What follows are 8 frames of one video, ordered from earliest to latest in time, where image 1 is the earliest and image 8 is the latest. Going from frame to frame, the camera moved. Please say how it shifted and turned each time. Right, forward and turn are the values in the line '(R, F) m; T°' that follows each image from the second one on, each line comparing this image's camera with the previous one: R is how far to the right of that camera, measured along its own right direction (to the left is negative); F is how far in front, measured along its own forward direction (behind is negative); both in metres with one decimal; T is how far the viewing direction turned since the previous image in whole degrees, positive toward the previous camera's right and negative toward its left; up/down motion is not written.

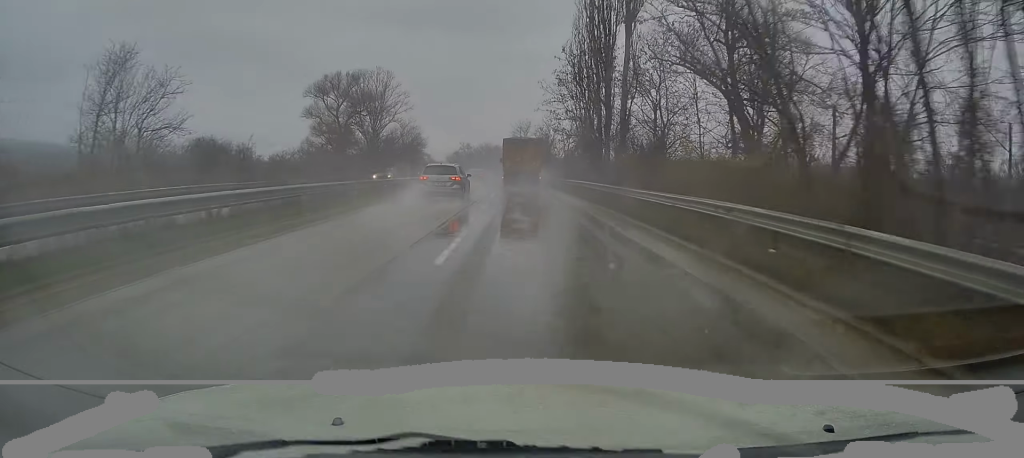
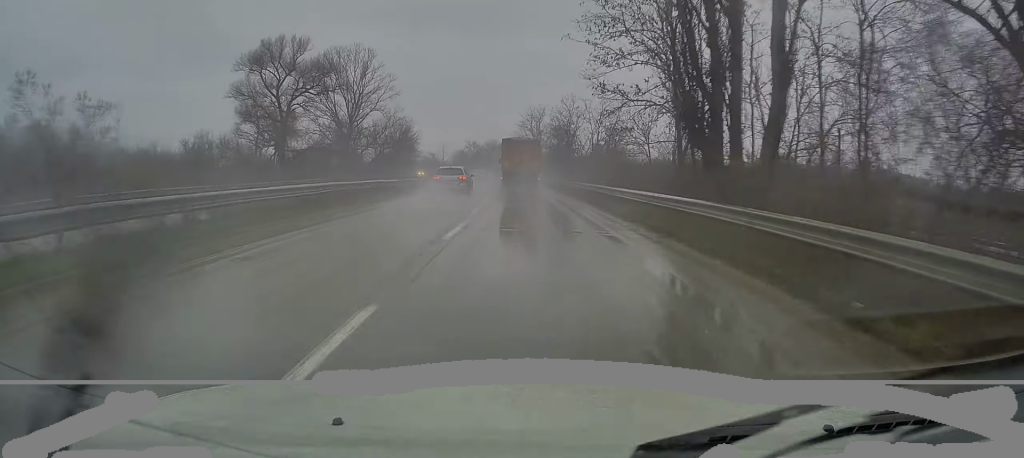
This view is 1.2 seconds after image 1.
(+0.1, +23.7) m; 0°
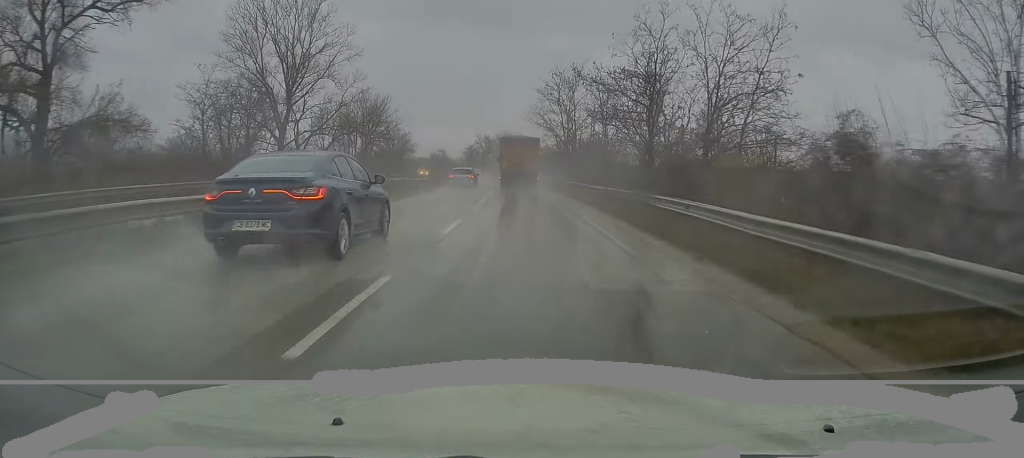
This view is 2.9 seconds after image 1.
(-0.7, +34.3) m; -2°
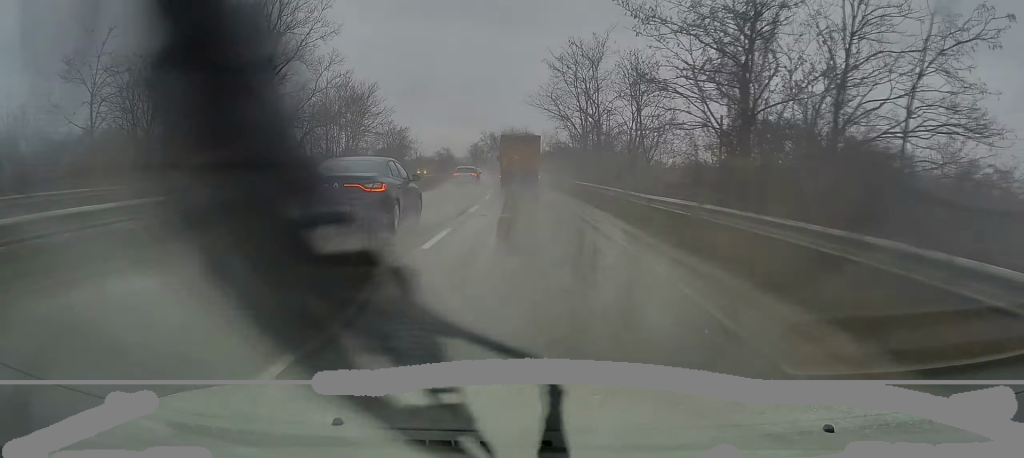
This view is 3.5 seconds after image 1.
(-0.1, +11.3) m; 0°
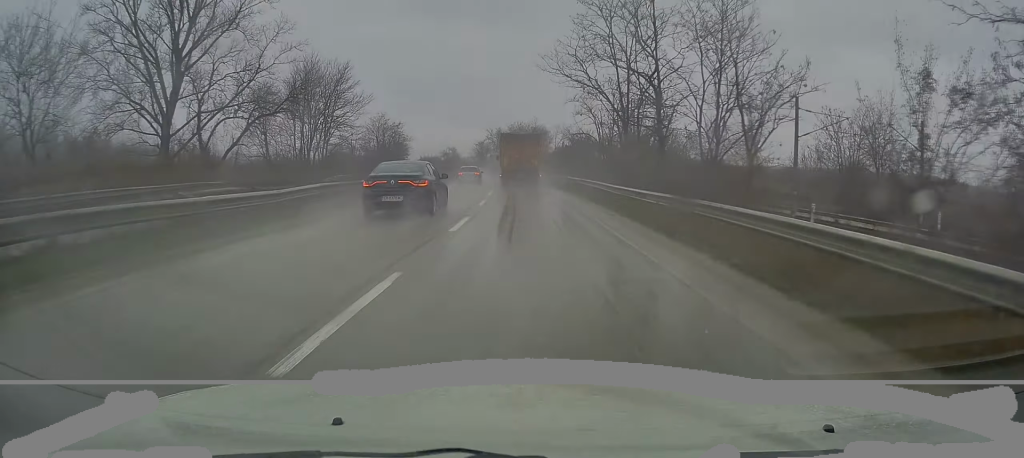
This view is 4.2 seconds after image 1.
(+0.2, +14.8) m; -1°
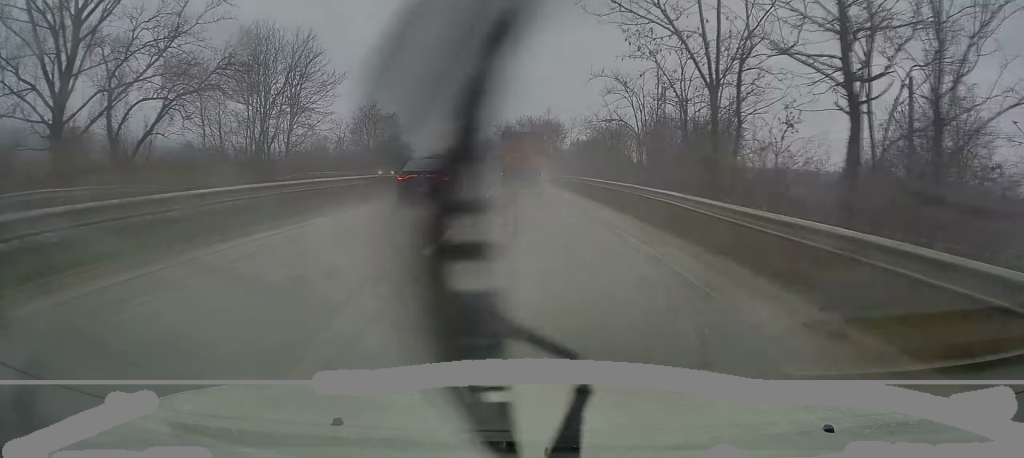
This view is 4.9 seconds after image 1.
(-0.3, +12.9) m; -1°
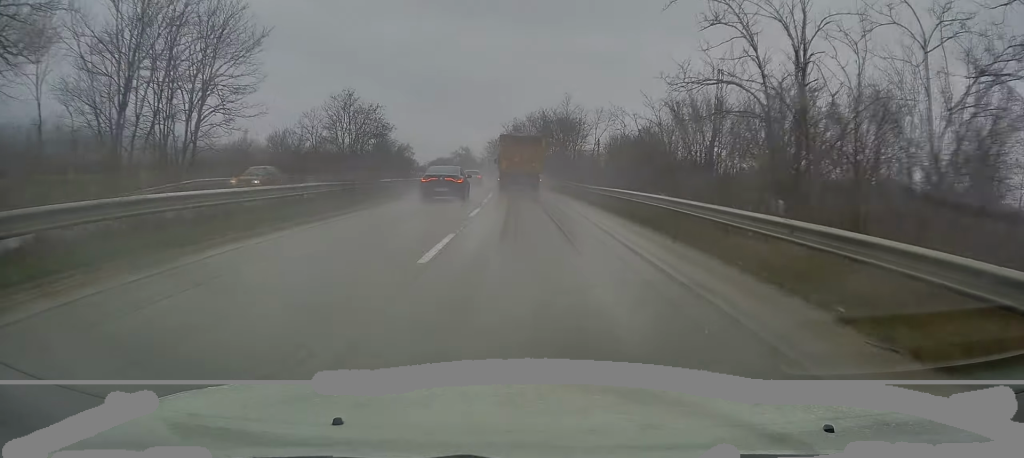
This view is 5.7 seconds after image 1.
(-0.2, +17.9) m; -2°
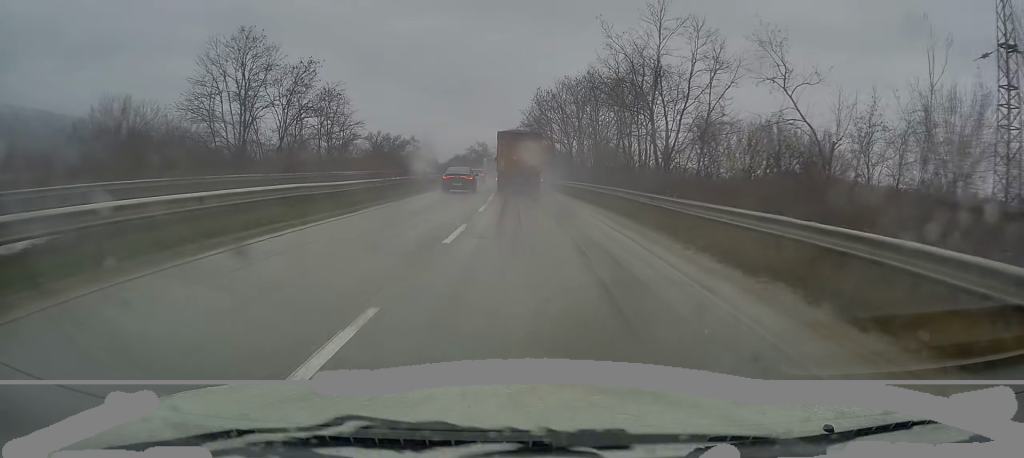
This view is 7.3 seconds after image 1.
(-0.8, +33.4) m; -3°
